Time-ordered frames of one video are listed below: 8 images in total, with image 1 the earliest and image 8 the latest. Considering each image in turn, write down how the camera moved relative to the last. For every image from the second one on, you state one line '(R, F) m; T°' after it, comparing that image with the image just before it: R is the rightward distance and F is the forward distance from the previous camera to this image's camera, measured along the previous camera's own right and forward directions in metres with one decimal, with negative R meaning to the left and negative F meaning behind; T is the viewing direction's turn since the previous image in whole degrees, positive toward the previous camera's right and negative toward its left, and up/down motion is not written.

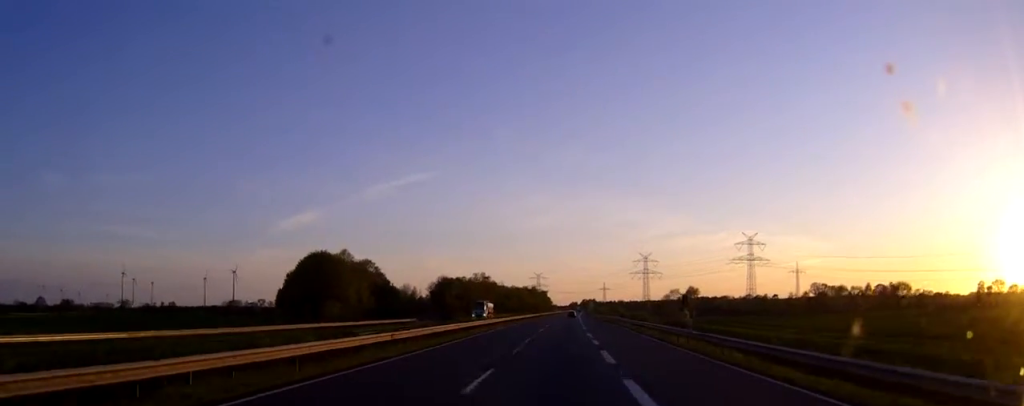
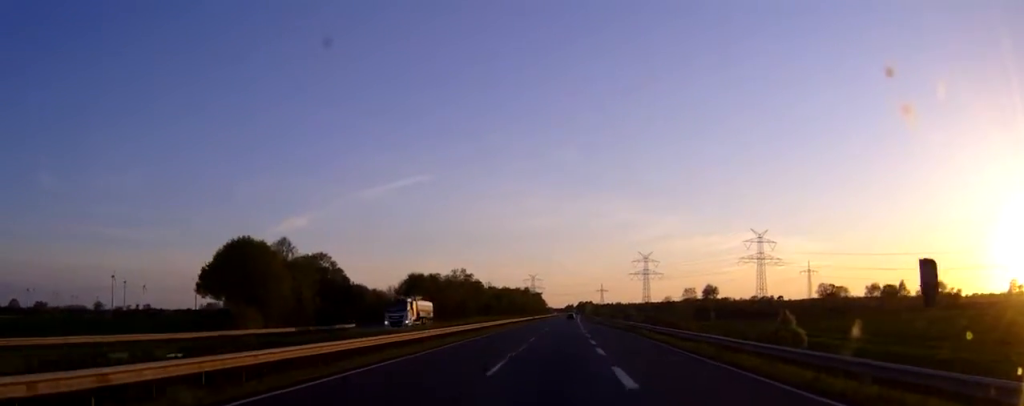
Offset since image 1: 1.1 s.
(+0.2, +31.2) m; 0°
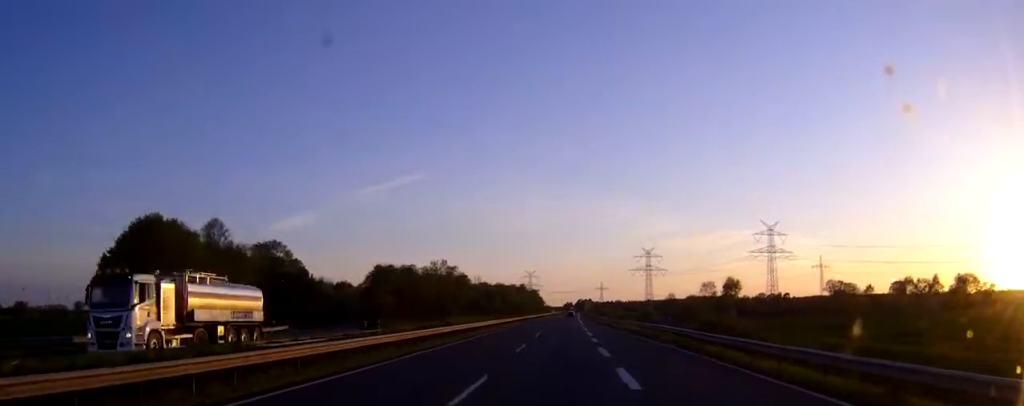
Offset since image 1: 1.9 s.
(0.0, +24.4) m; 0°
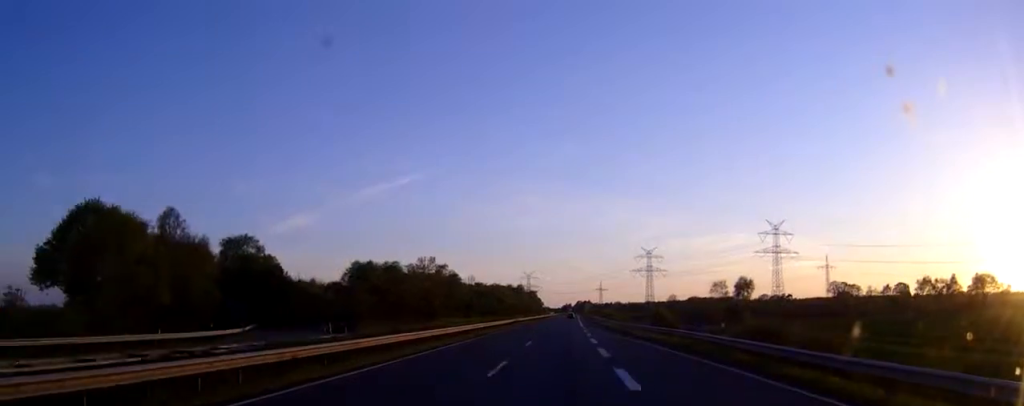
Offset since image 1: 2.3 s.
(0.0, +11.7) m; 0°
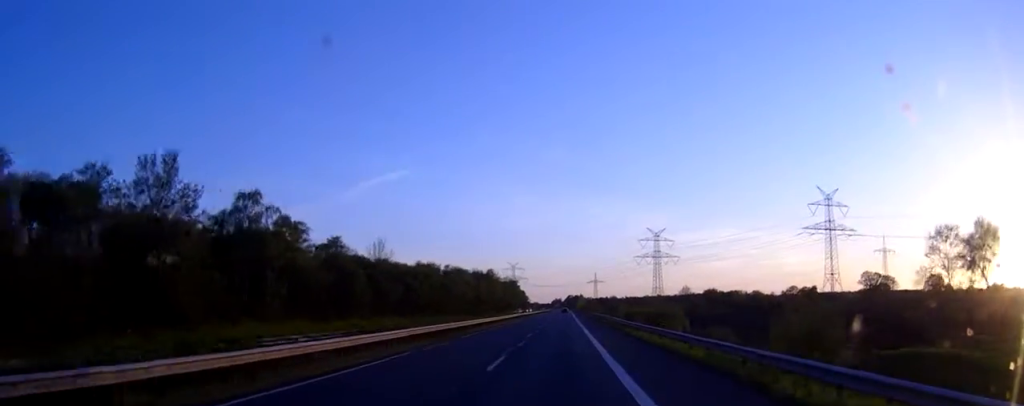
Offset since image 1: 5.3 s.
(+0.7, +88.6) m; +1°
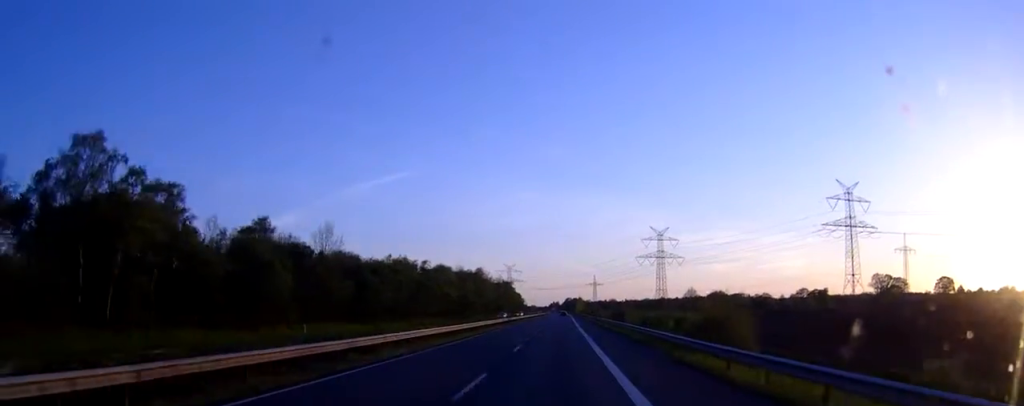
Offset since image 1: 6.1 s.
(0.0, +23.4) m; 0°
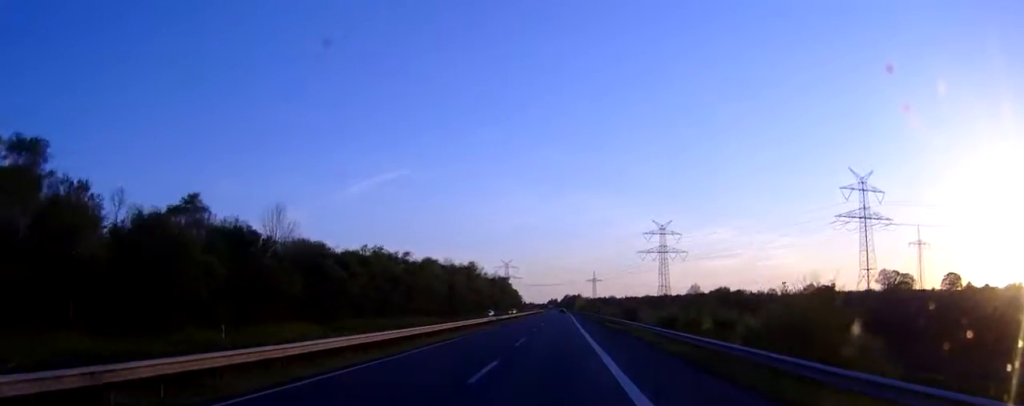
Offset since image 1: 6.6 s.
(0.0, +14.6) m; 0°
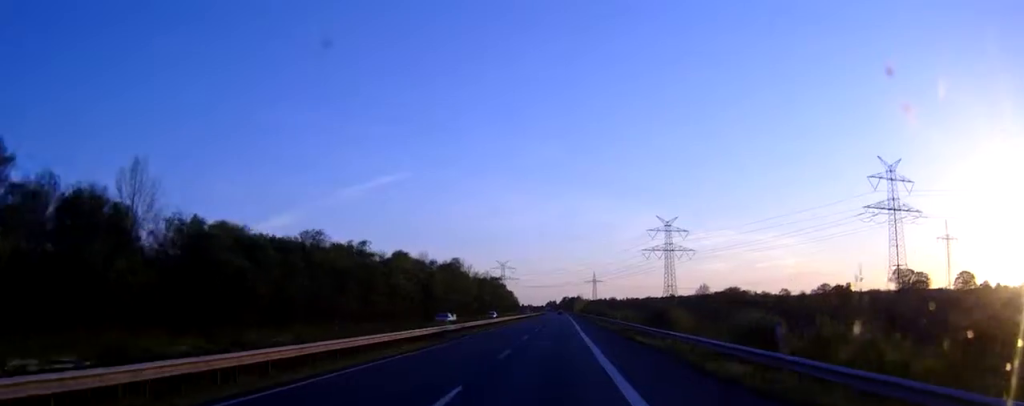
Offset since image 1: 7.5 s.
(0.0, +25.3) m; 0°
